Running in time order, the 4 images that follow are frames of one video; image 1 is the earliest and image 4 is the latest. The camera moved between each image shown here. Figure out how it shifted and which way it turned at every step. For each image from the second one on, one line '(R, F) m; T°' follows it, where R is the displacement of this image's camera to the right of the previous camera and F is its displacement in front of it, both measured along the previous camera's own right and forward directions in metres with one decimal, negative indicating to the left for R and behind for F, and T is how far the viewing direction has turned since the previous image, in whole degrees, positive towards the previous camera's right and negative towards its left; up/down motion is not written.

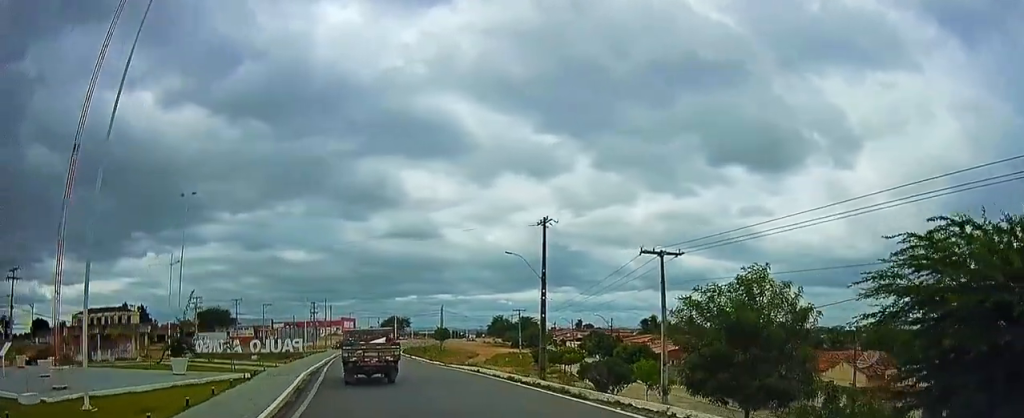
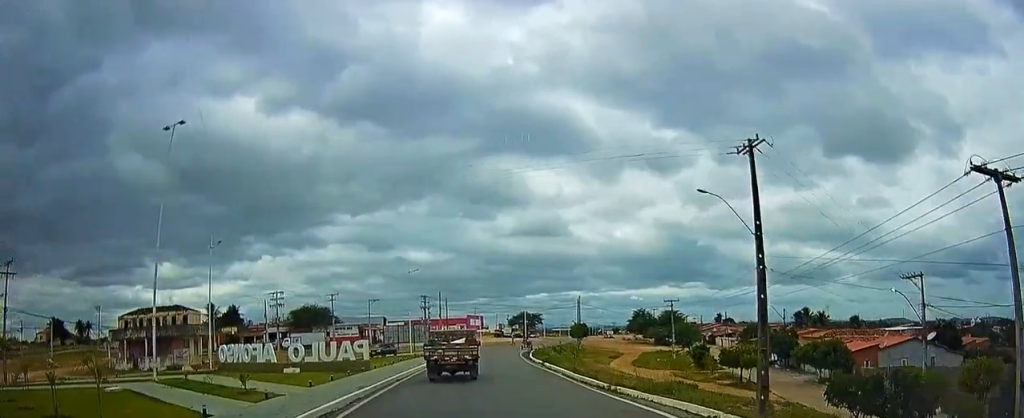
(-0.5, +17.2) m; -6°
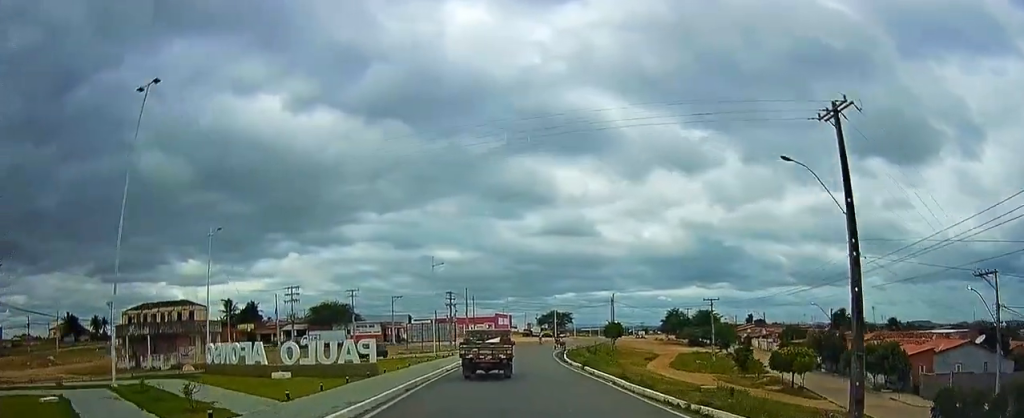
(+0.1, +5.0) m; -5°
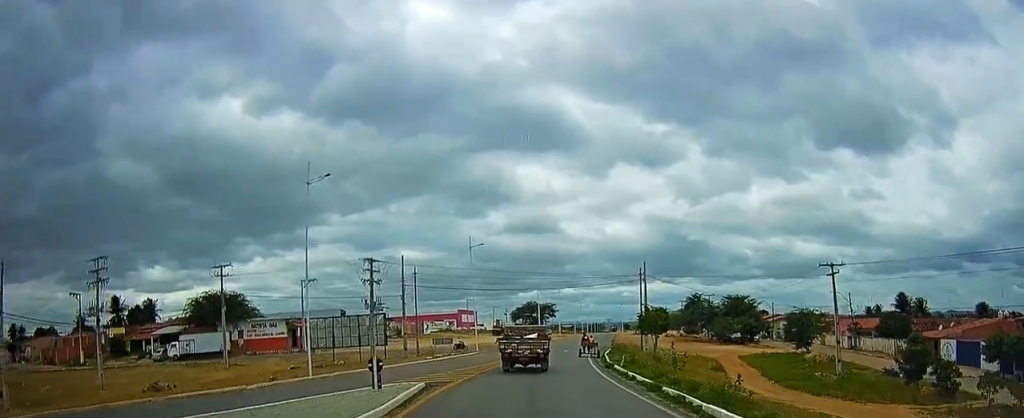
(-4.6, +36.7) m; -8°
